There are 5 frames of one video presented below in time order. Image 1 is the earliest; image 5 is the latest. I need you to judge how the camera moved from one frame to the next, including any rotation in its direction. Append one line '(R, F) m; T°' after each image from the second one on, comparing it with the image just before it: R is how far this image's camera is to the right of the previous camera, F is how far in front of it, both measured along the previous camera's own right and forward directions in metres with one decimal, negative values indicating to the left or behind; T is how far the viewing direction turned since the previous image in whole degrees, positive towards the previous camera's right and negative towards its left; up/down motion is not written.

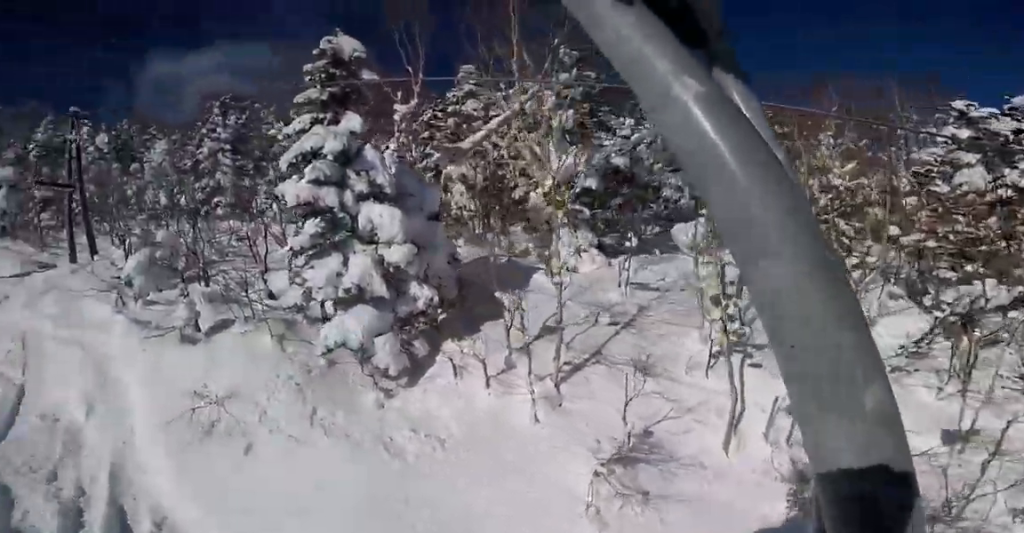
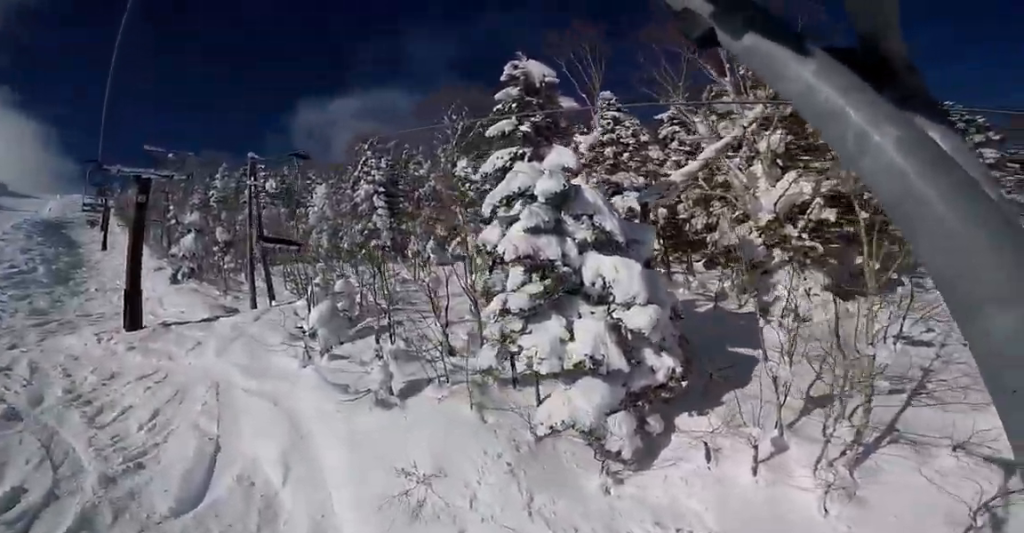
(0.0, +2.3) m; -1°
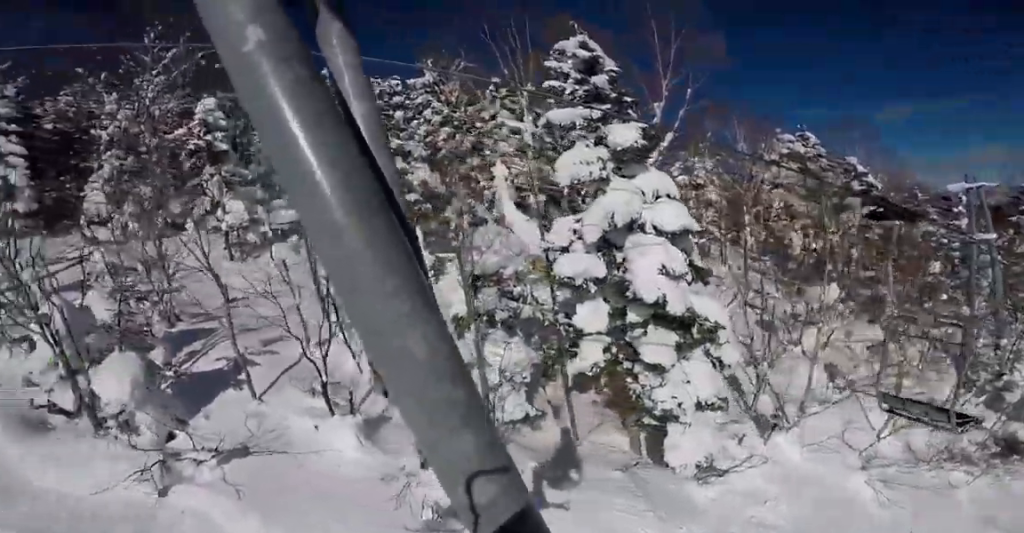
(-0.9, +7.8) m; -14°
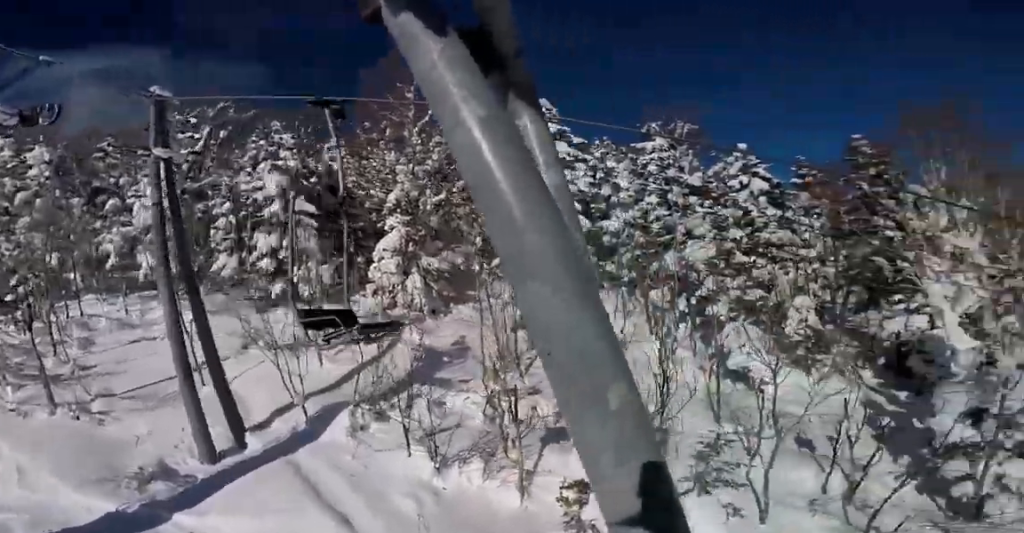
(+2.4, +7.6) m; +24°
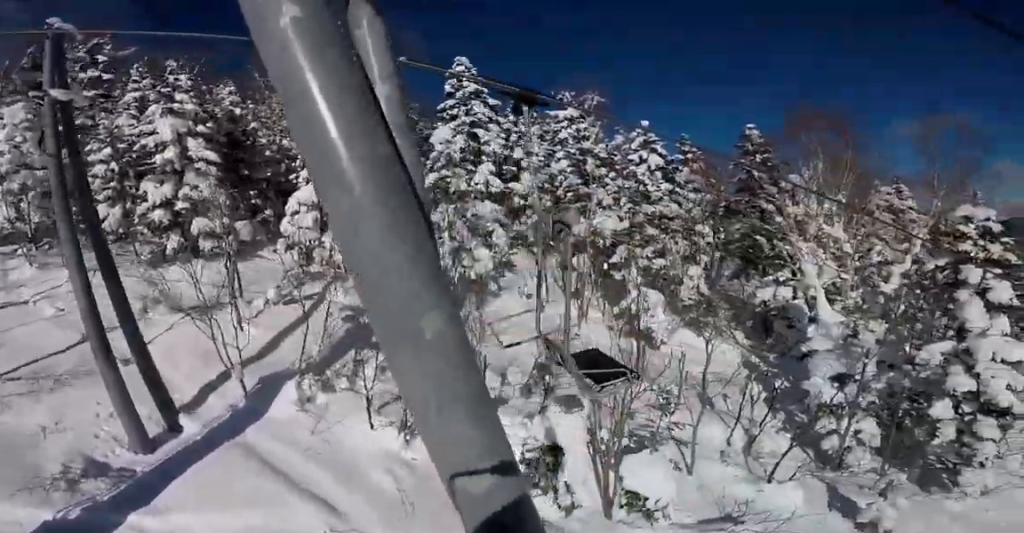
(-0.2, +1.6) m; -3°
